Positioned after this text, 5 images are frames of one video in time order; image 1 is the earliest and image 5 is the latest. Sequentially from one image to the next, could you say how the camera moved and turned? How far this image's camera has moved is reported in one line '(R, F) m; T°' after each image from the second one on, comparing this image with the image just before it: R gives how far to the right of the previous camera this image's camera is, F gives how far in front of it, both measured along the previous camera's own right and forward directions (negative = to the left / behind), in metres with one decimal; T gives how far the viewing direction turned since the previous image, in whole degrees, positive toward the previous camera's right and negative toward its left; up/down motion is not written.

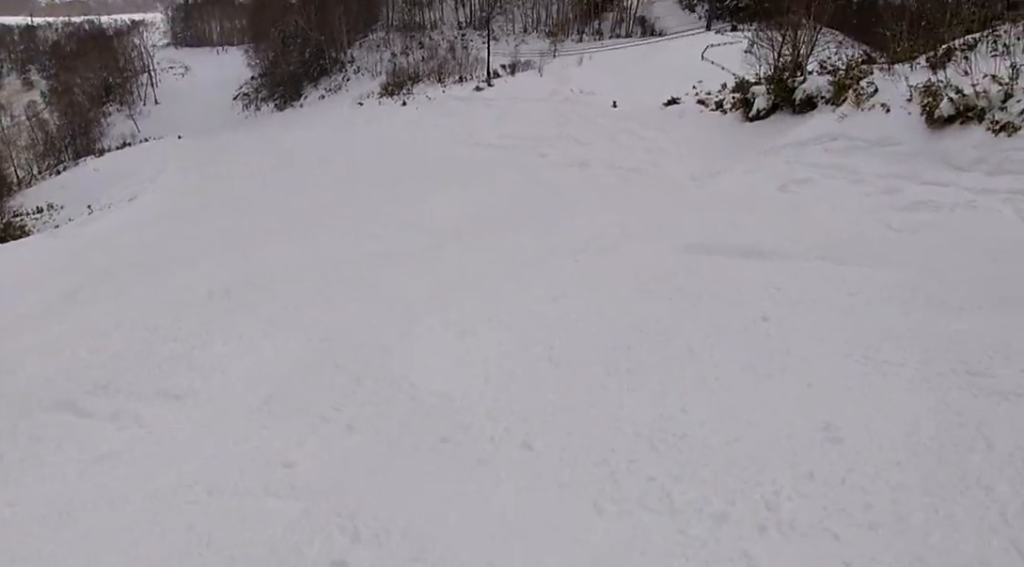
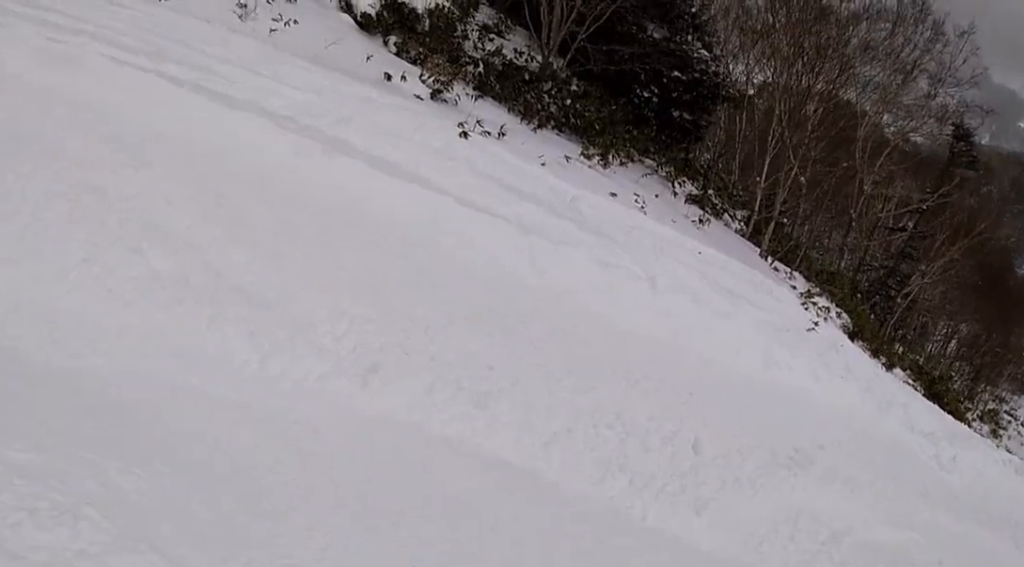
(-5.7, +7.2) m; -54°
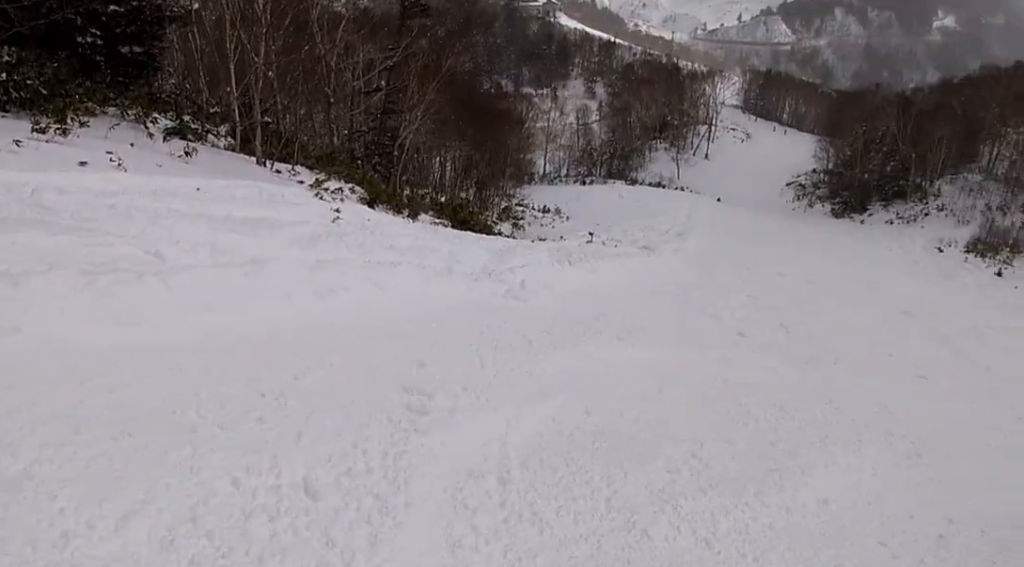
(+0.6, +2.8) m; +9°
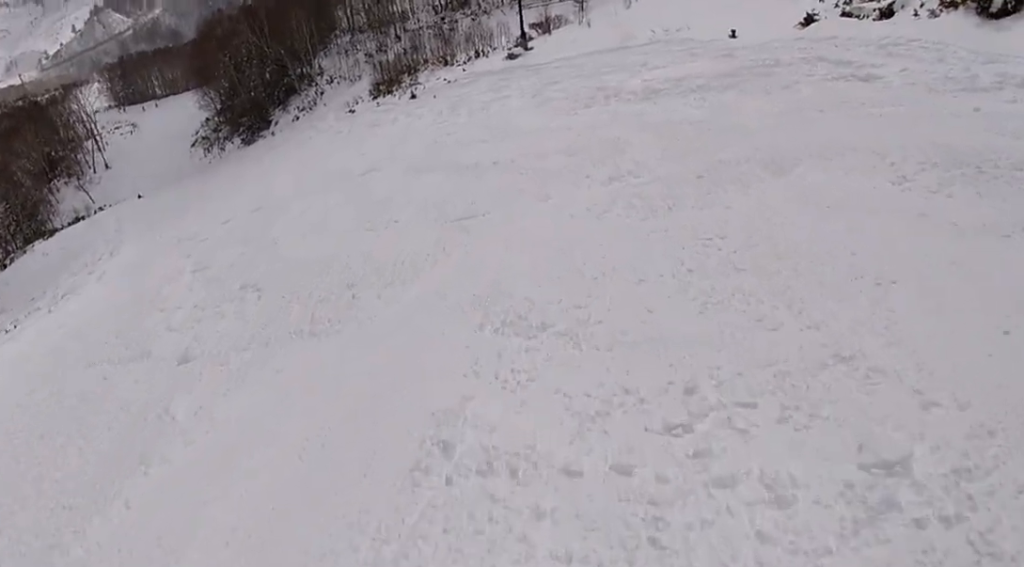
(+2.3, +5.2) m; +43°
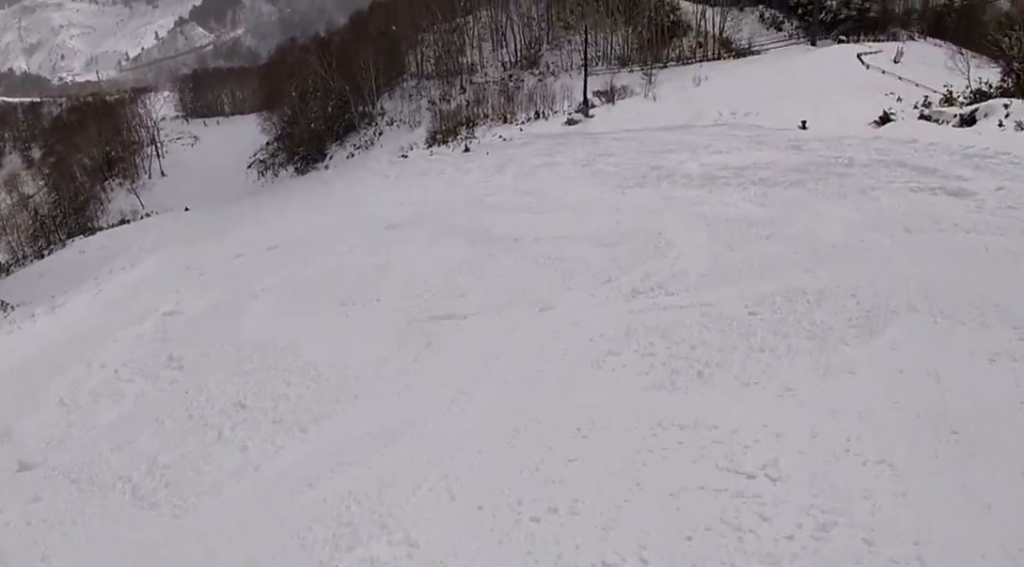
(0.0, +2.5) m; -5°
